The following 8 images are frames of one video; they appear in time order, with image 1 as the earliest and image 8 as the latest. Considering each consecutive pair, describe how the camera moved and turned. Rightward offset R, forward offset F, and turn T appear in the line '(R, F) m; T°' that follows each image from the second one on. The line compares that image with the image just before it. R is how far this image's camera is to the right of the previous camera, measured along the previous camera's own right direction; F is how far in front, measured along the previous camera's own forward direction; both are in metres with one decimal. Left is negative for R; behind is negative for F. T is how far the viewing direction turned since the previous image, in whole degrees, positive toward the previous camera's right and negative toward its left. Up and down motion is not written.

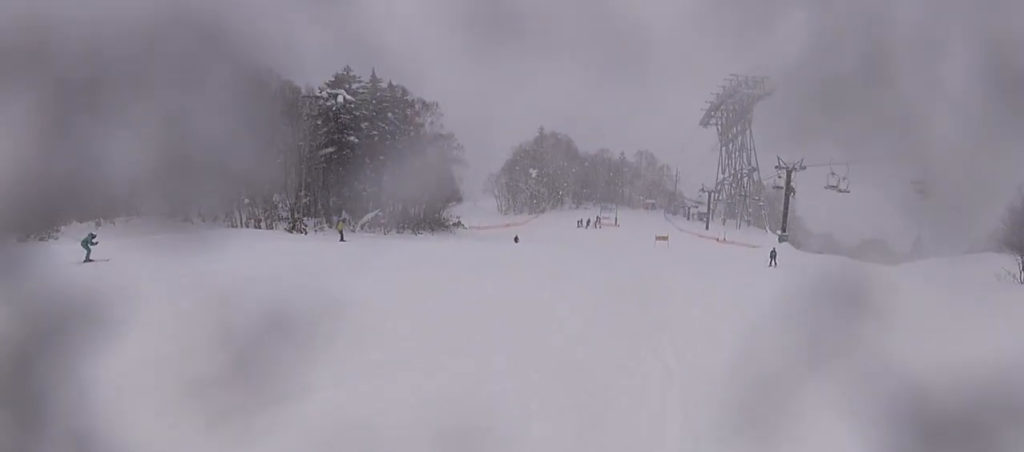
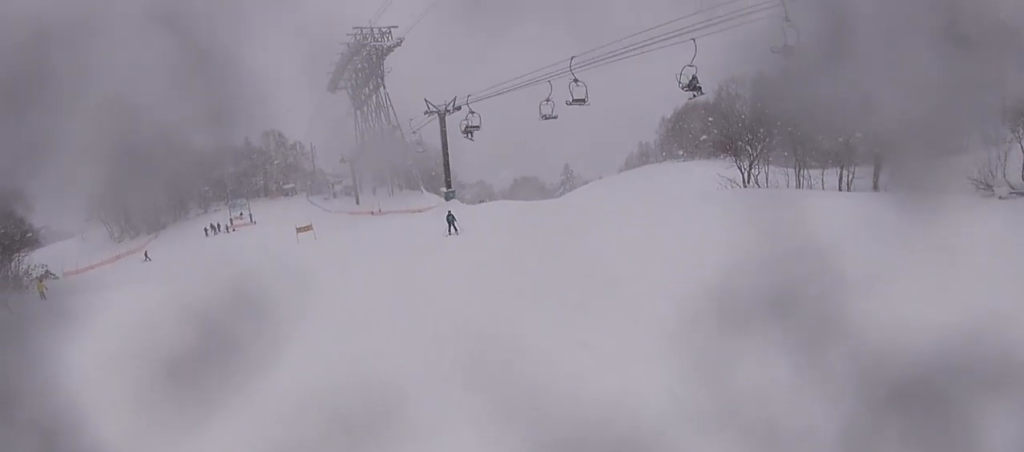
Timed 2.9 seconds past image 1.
(+5.9, +11.7) m; +46°
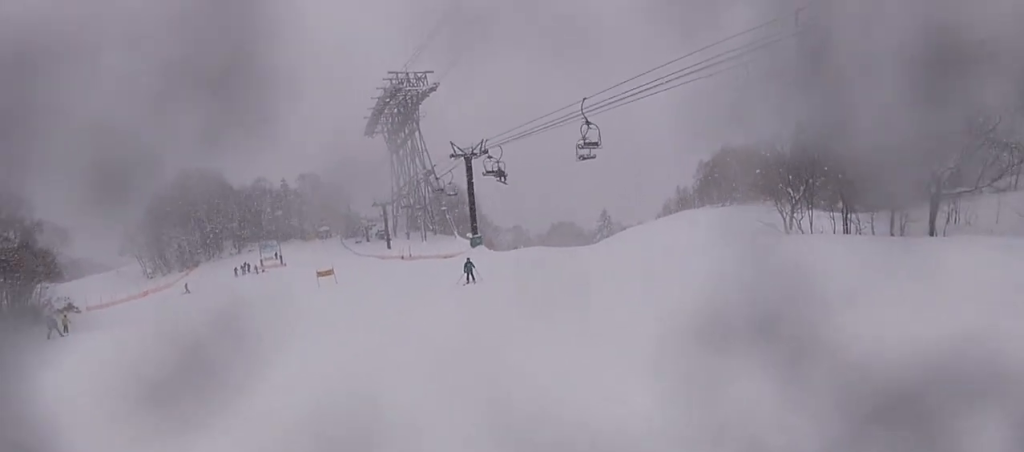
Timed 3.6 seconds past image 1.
(0.0, +3.0) m; -6°
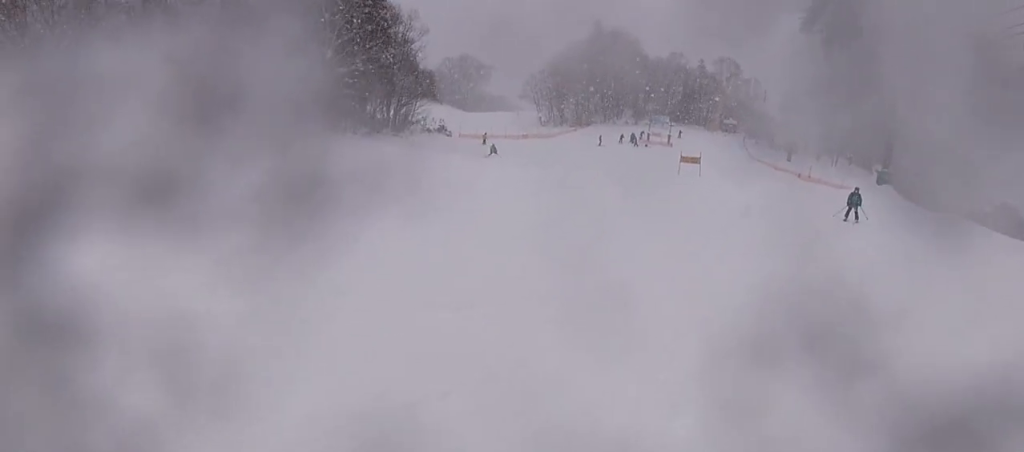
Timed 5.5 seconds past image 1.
(-2.8, +7.6) m; -39°
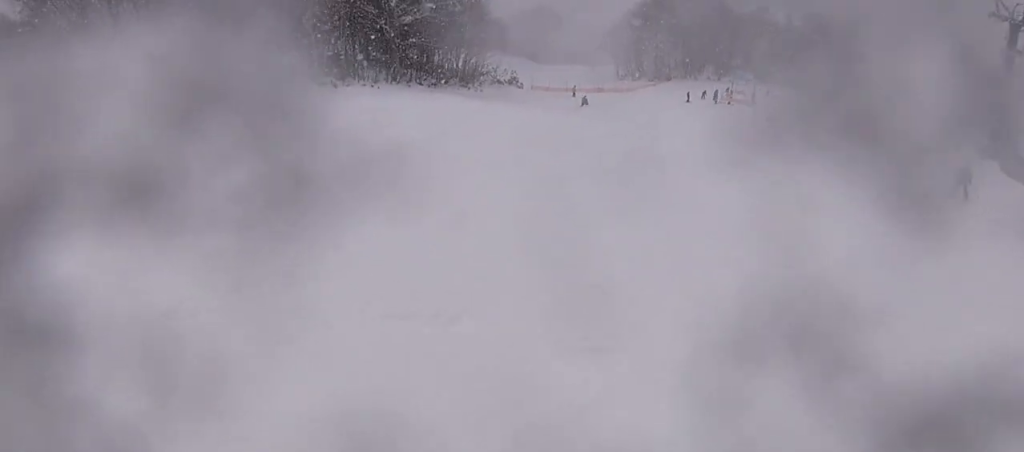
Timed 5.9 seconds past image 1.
(-0.2, +1.8) m; -5°
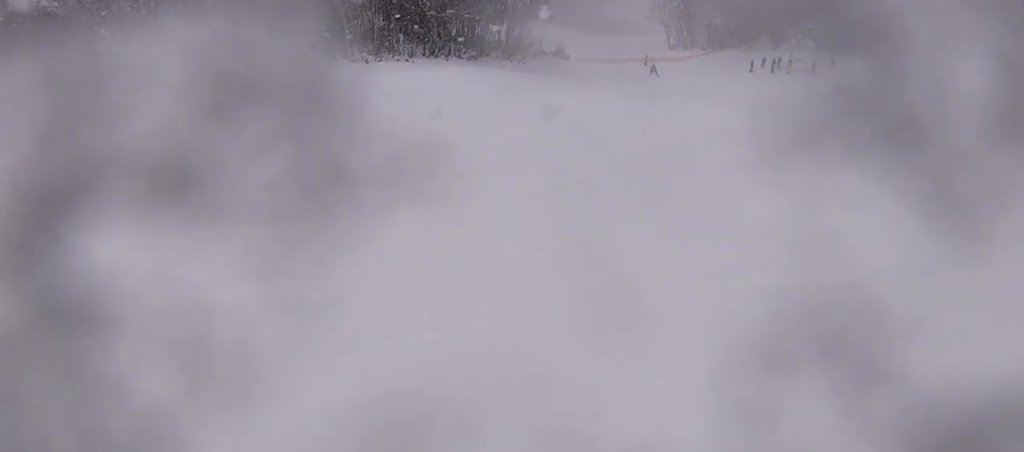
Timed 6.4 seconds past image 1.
(0.0, +2.1) m; +2°
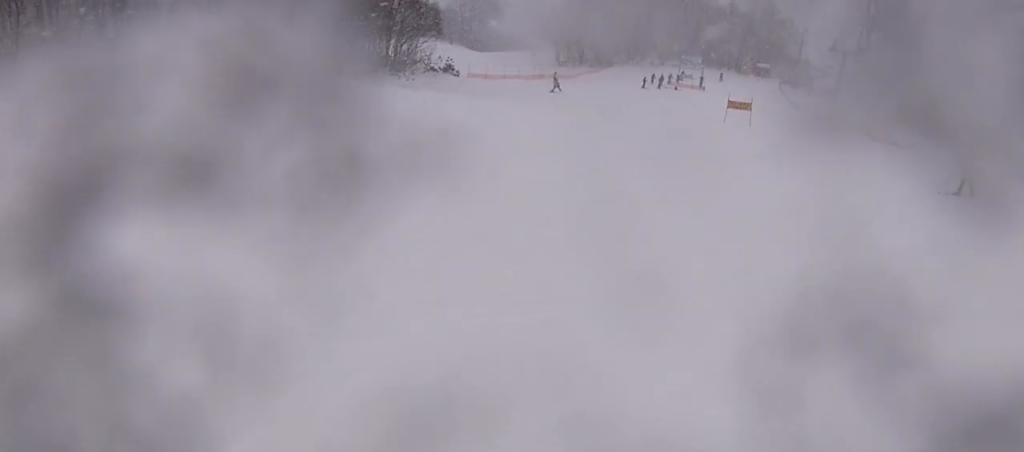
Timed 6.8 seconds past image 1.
(0.0, +1.6) m; +4°
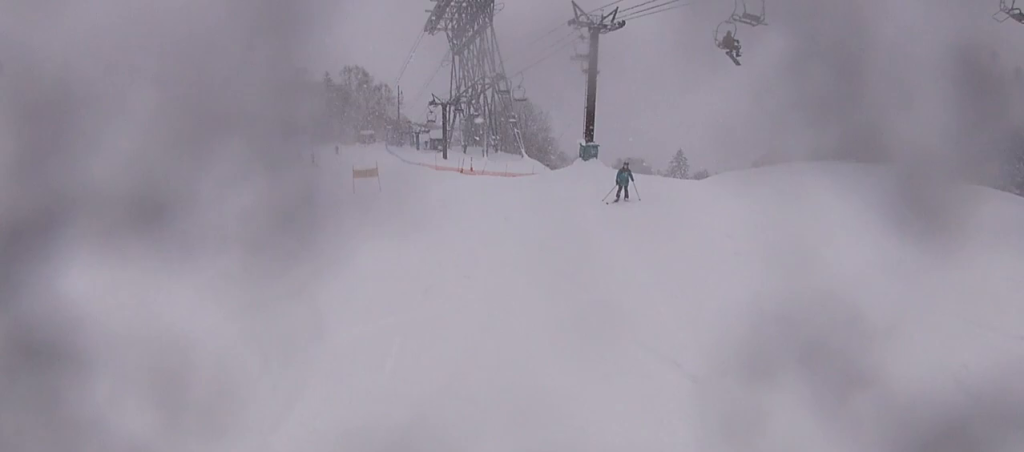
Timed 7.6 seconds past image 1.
(+0.1, +2.6) m; +23°
